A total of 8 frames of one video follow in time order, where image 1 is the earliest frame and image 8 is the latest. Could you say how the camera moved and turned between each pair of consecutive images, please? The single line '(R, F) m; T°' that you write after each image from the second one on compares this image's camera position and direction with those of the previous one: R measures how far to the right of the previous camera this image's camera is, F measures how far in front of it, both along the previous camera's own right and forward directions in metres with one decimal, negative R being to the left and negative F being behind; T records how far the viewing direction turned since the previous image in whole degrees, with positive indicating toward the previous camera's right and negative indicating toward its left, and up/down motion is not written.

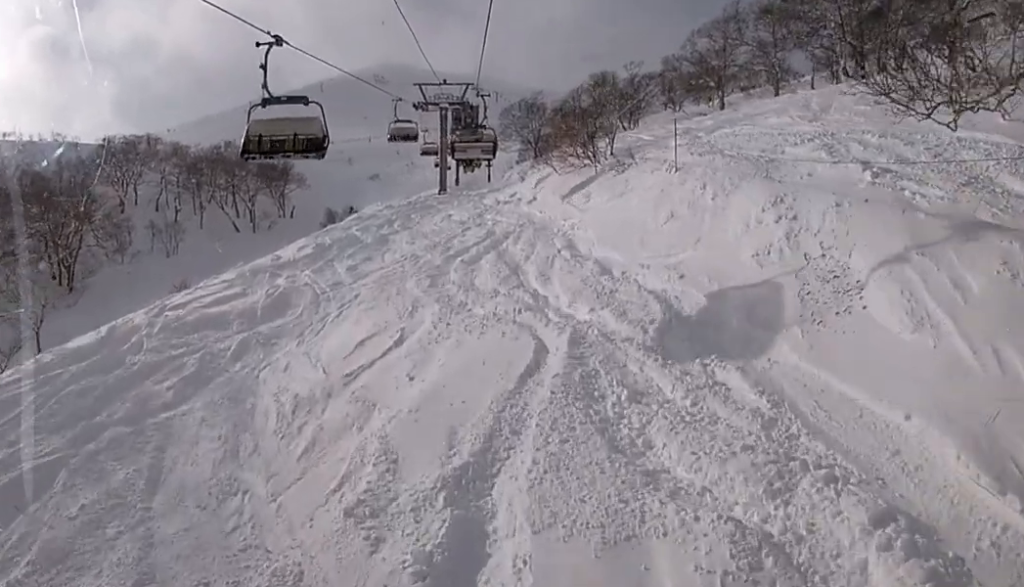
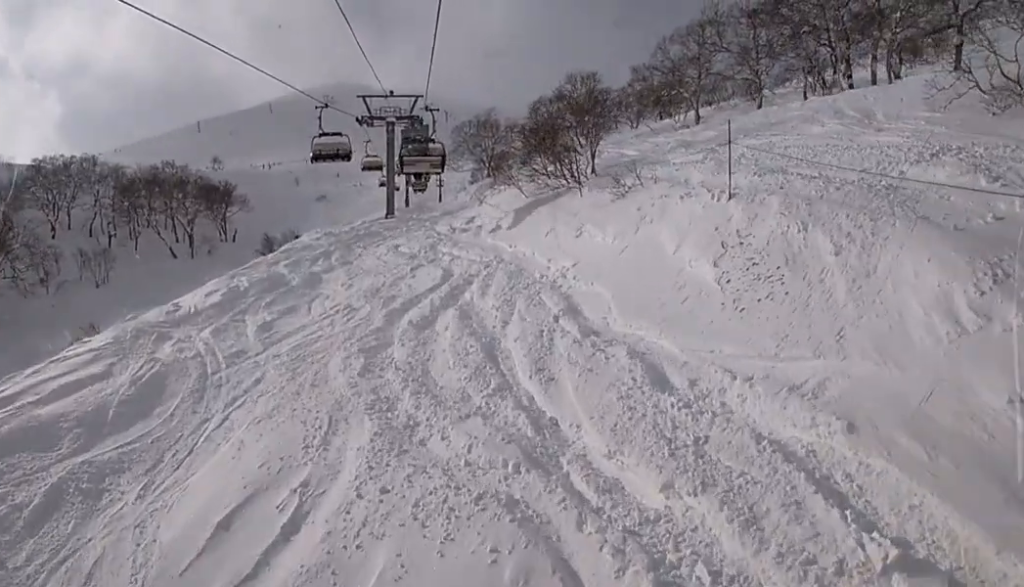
(+0.1, +6.0) m; +14°
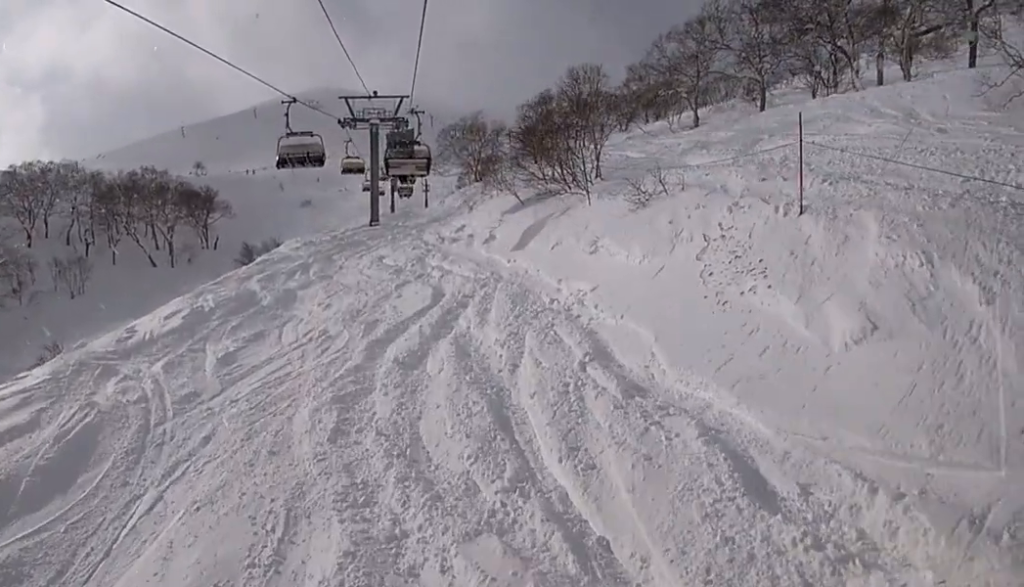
(+0.3, +2.4) m; +4°
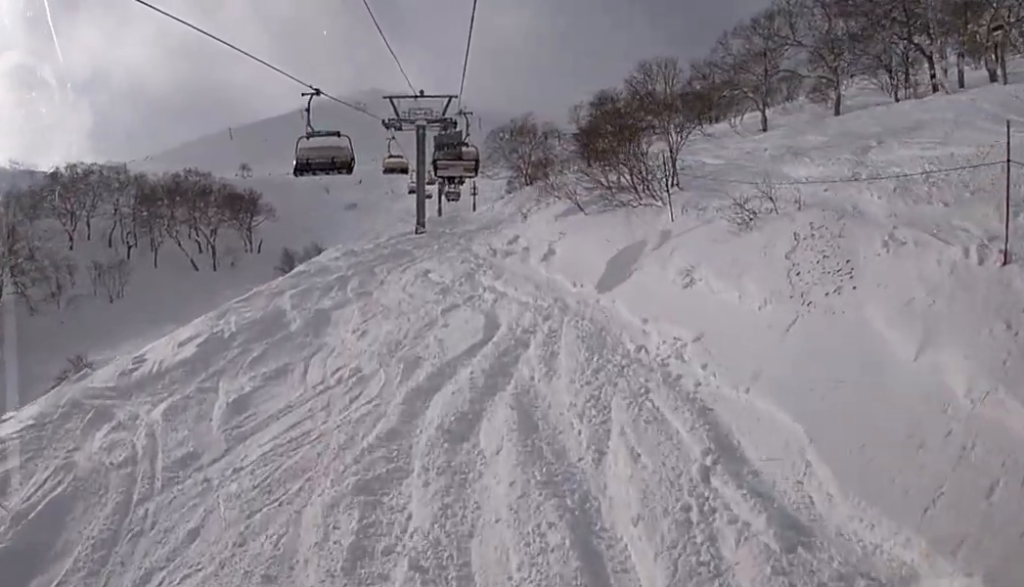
(+0.8, +2.7) m; 0°
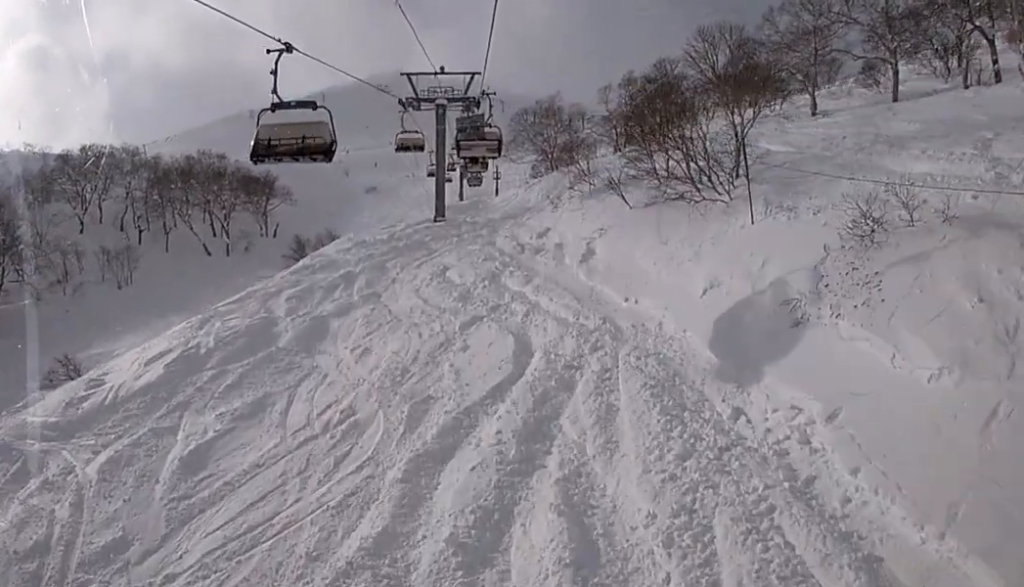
(-0.6, +3.2) m; -9°
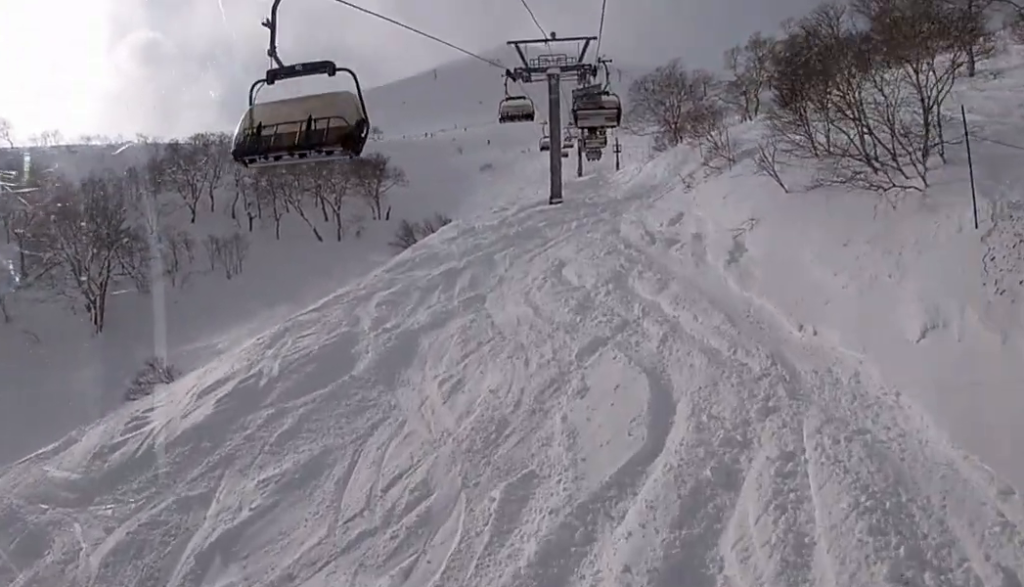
(-0.4, +3.2) m; -8°
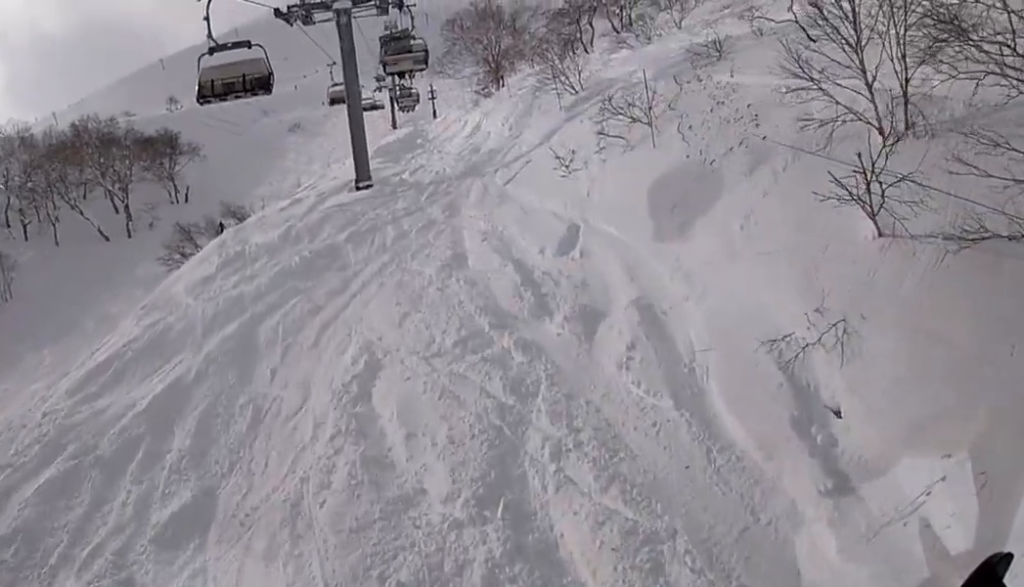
(-0.1, +11.5) m; +7°
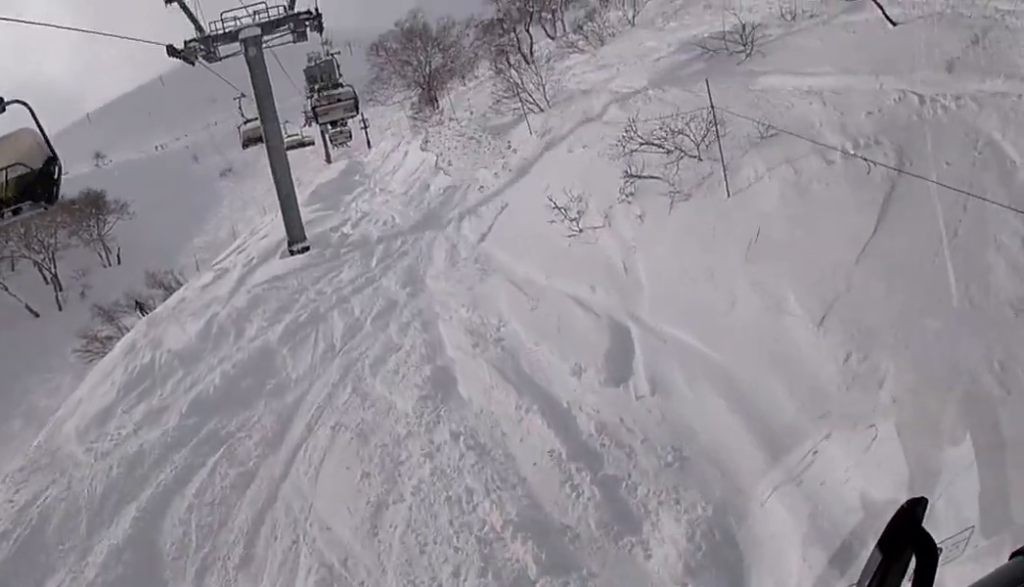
(+0.7, +5.1) m; +10°
